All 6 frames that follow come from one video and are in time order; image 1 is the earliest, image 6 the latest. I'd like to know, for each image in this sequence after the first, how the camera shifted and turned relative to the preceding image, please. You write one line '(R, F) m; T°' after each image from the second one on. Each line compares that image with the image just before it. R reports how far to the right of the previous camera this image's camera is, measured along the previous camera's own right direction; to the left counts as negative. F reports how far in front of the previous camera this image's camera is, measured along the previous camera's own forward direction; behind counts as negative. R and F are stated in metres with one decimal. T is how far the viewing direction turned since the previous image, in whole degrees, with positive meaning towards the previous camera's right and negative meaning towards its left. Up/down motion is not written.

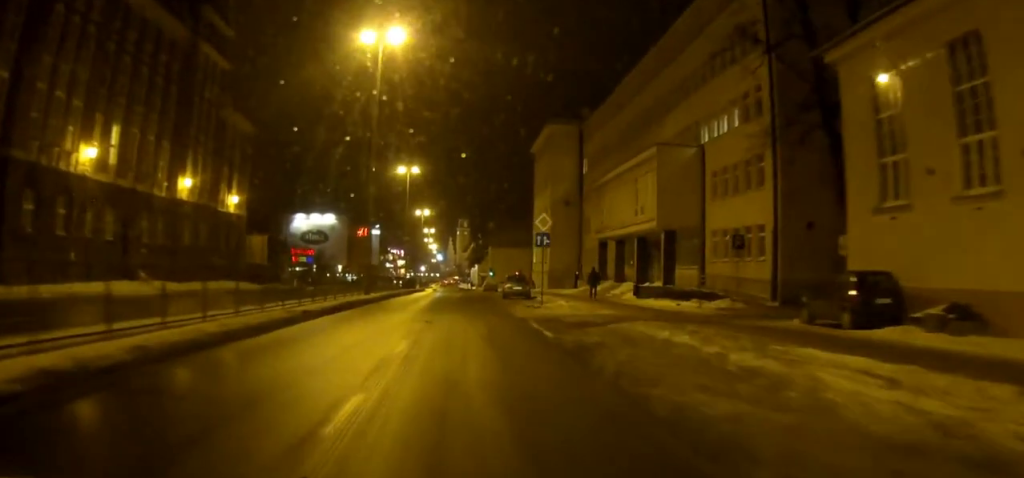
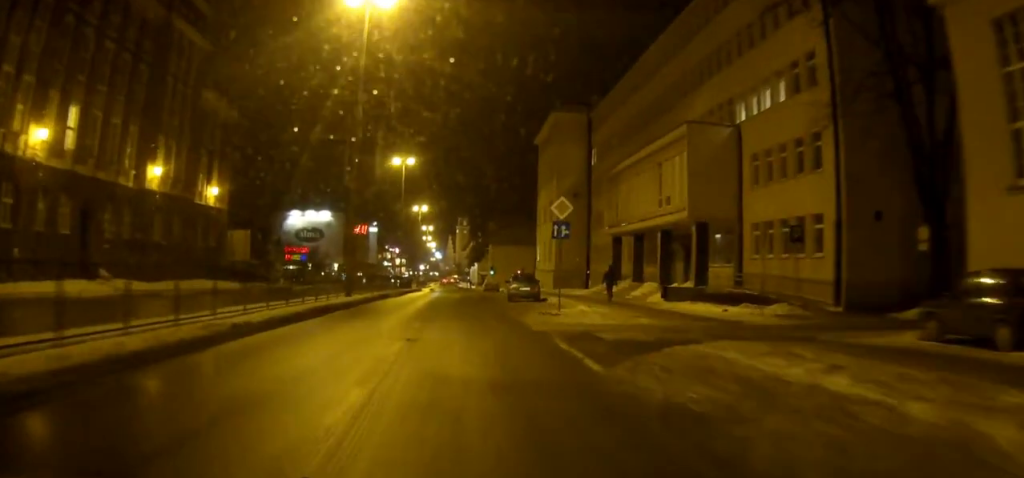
(0.0, +5.9) m; 0°
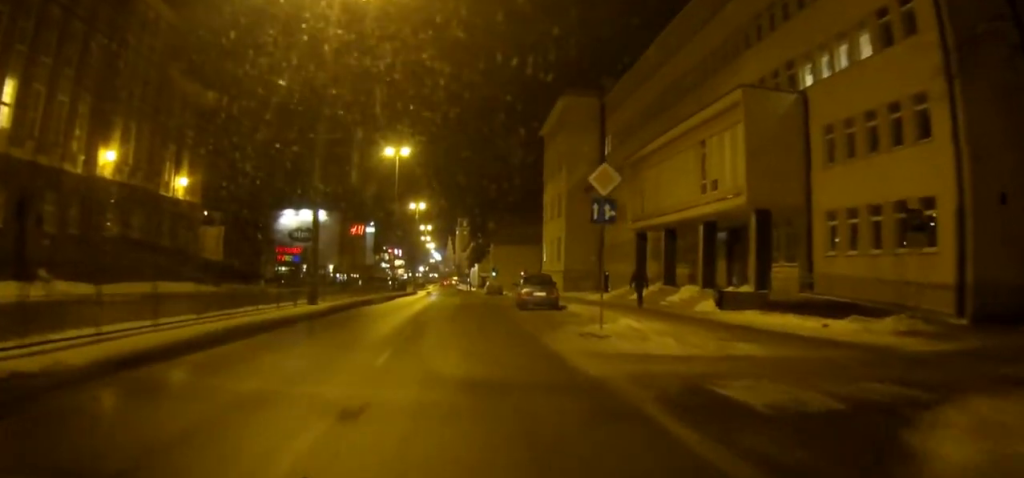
(0.0, +7.6) m; 0°
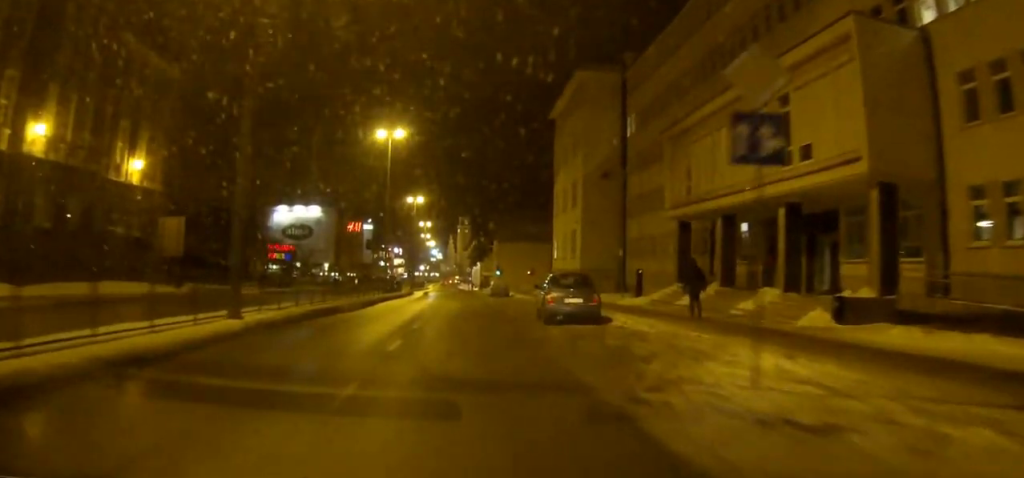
(0.0, +9.2) m; 0°
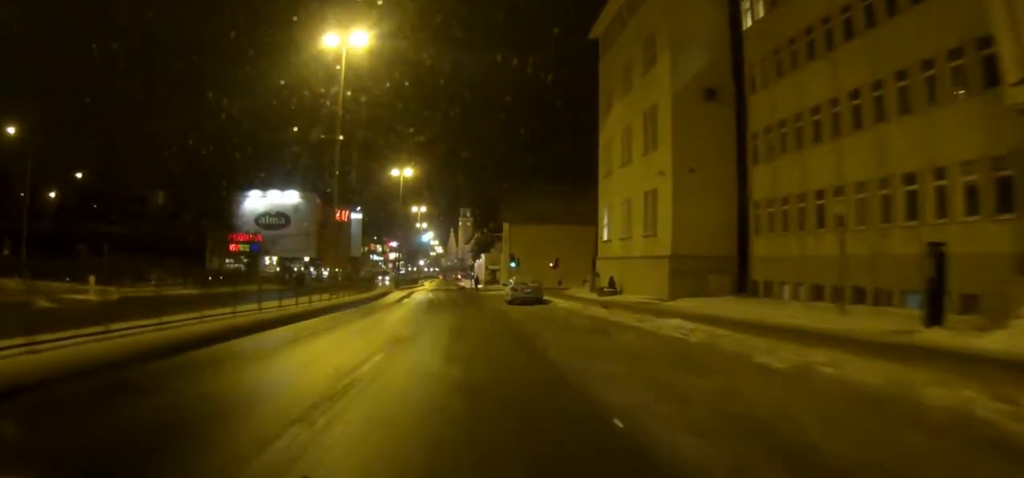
(-0.3, +26.3) m; -1°
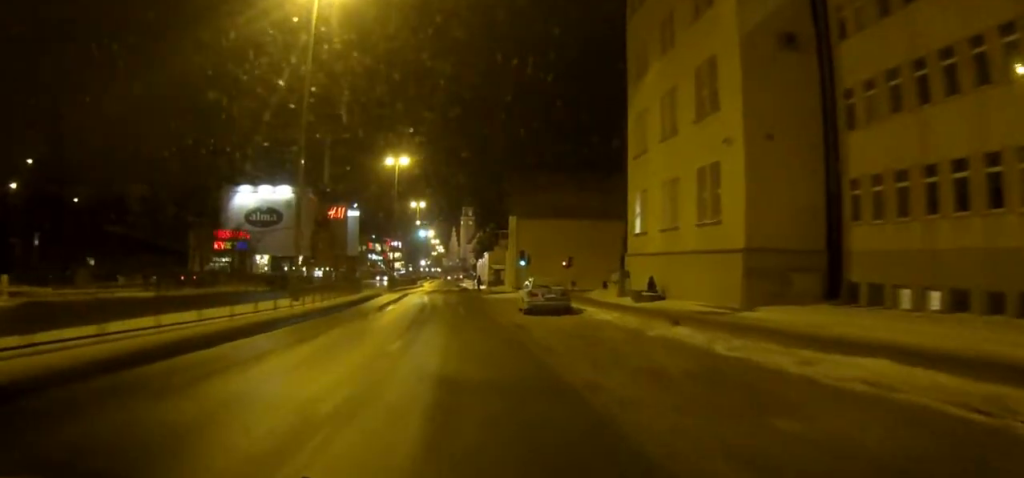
(0.0, +8.9) m; 0°
